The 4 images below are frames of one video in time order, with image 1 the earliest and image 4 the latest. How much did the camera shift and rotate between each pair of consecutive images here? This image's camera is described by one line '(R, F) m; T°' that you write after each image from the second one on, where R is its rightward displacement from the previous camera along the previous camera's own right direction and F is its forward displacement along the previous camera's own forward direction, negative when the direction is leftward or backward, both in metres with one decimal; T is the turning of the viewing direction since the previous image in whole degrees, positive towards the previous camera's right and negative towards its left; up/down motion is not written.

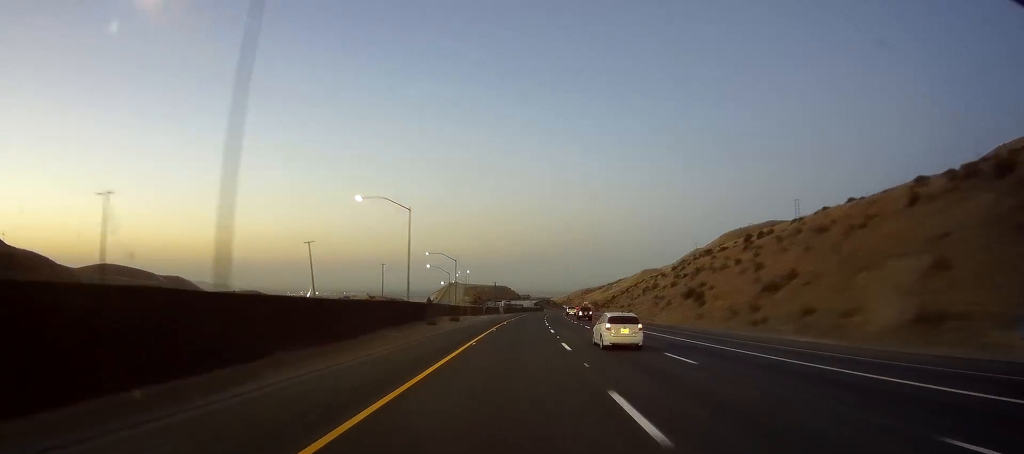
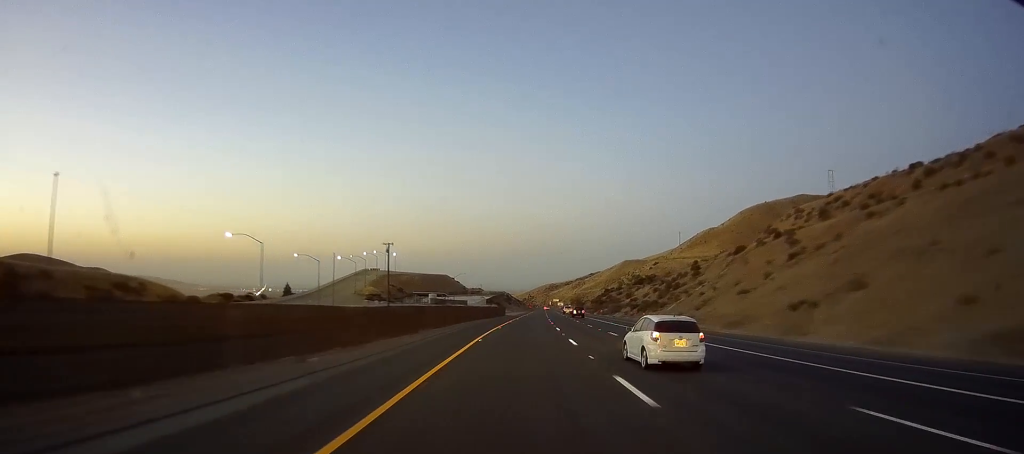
(+4.3, +129.8) m; +4°
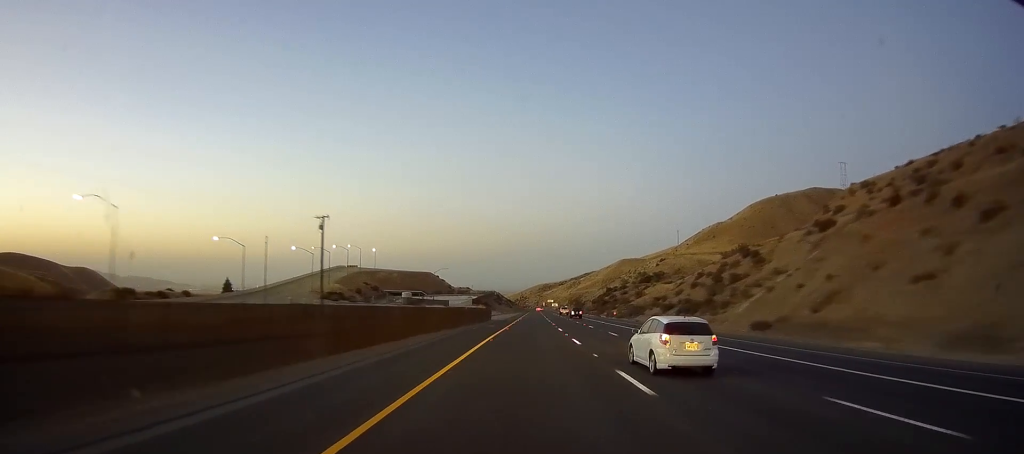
(+0.2, +28.1) m; 0°
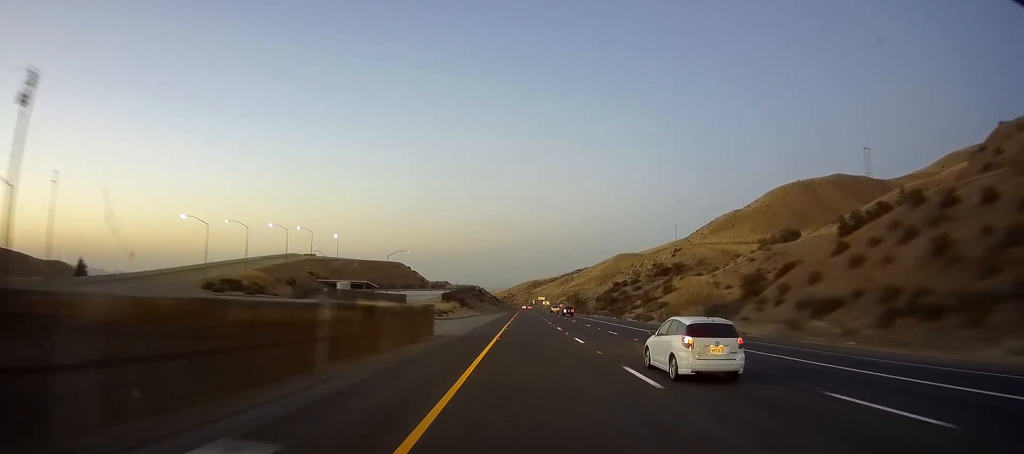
(+0.3, +43.2) m; +2°
